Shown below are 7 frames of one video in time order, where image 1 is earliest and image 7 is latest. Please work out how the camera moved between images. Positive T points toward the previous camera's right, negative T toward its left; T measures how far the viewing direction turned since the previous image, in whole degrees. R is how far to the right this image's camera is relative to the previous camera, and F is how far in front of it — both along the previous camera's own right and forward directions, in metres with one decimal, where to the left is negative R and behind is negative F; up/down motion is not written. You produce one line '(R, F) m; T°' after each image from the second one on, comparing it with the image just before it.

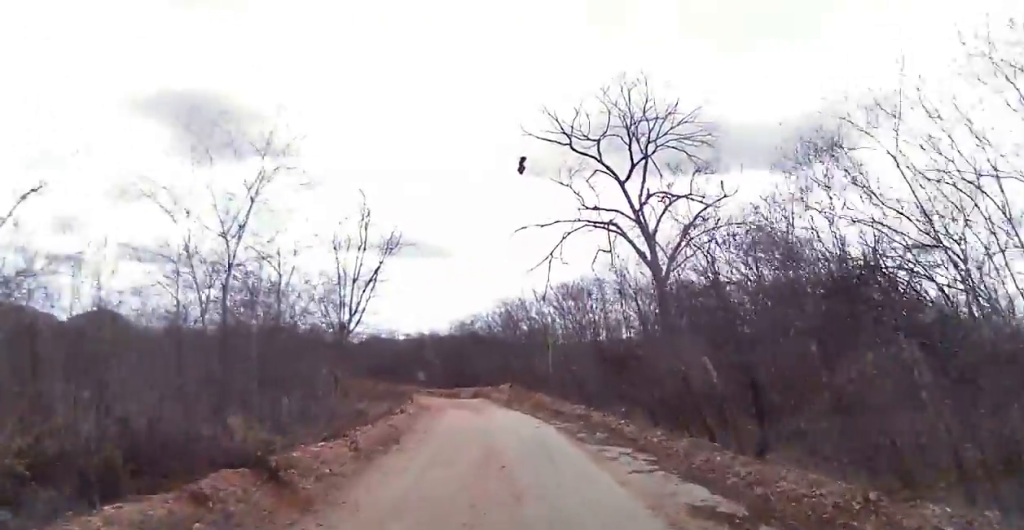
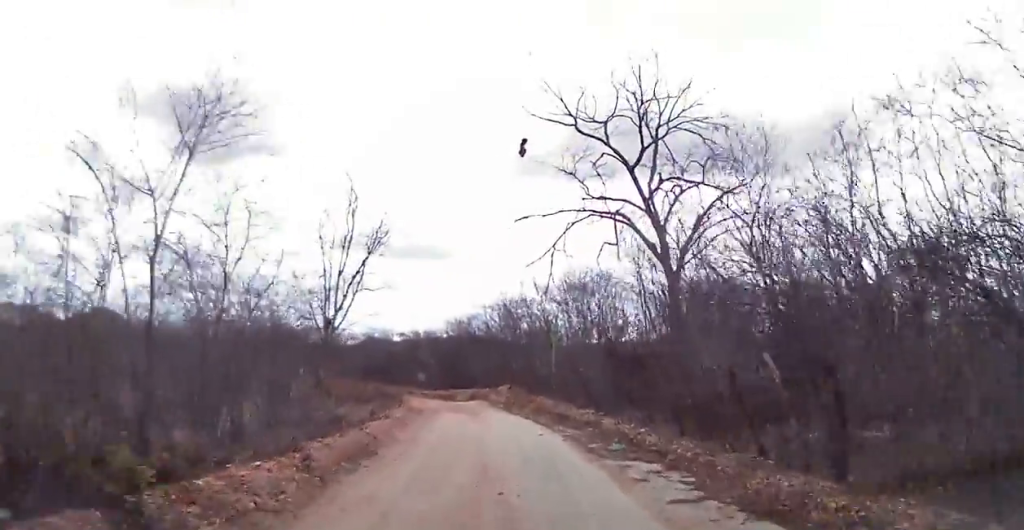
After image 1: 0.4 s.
(0.0, +2.3) m; +1°
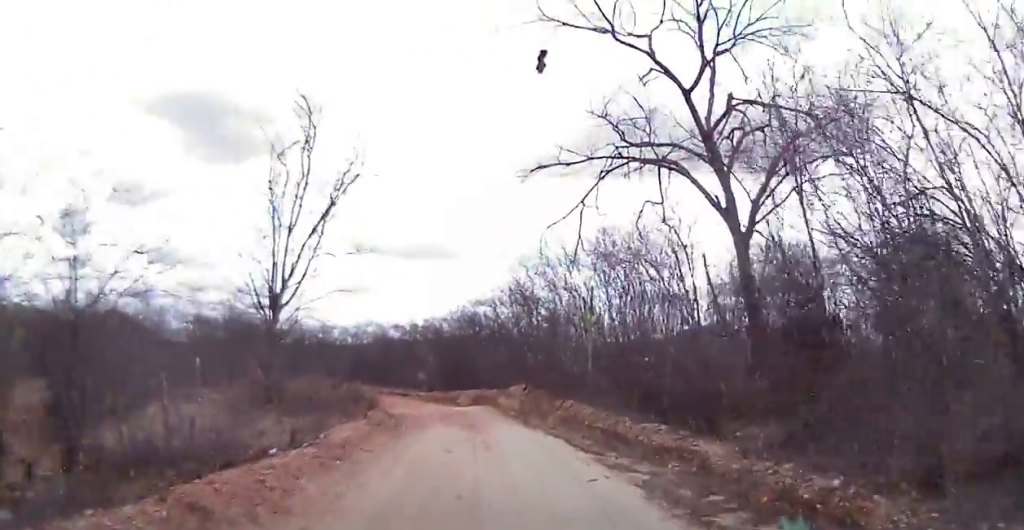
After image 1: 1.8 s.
(+0.3, +7.4) m; +2°
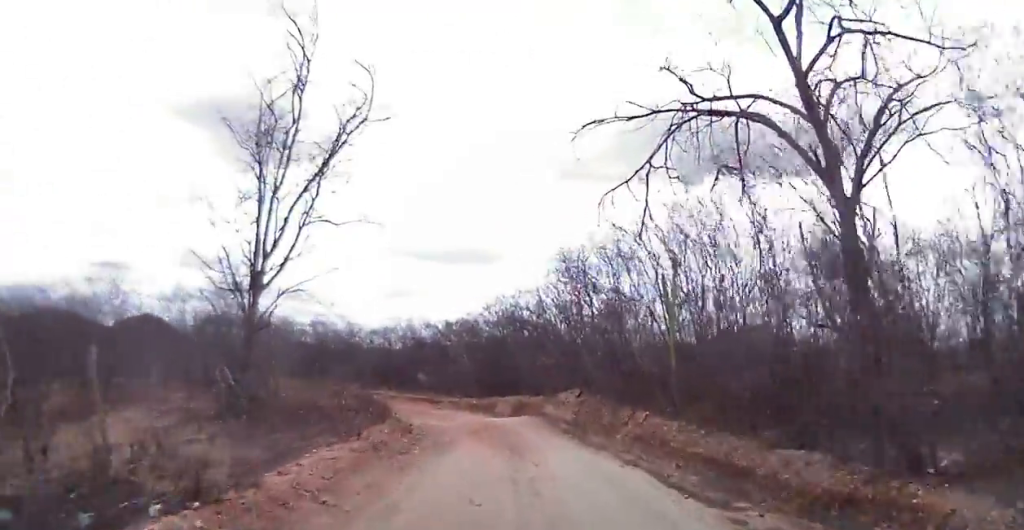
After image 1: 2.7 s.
(-0.1, +4.6) m; -3°
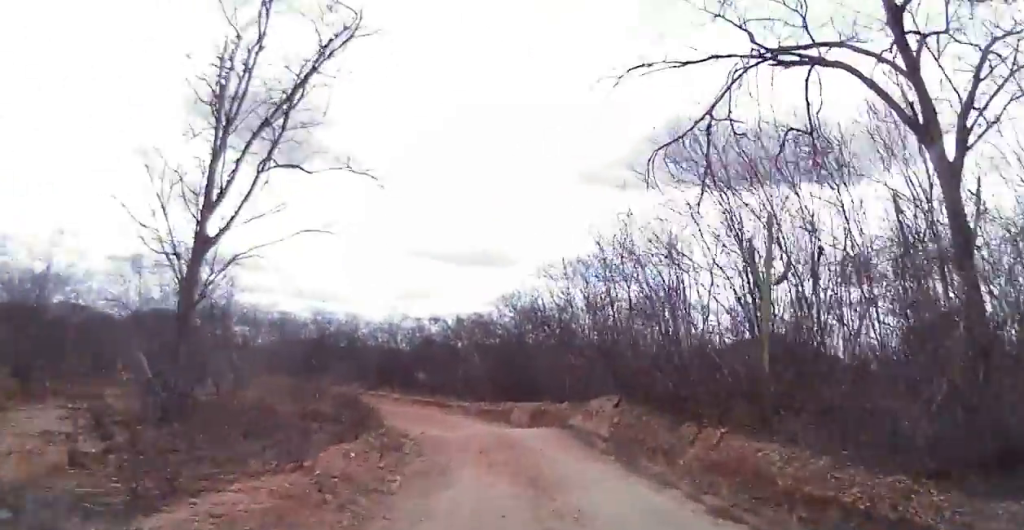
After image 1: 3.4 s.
(-0.1, +3.8) m; -2°
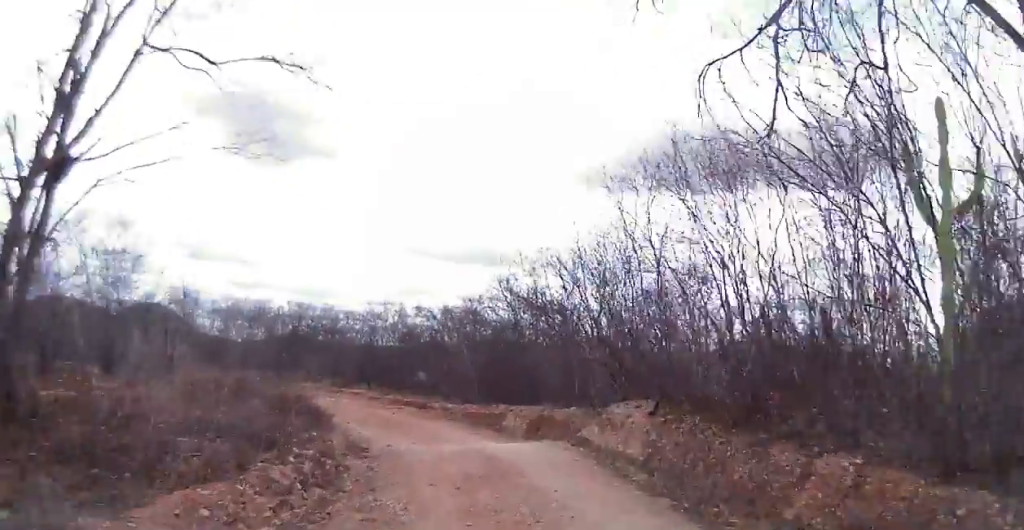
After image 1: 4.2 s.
(0.0, +4.1) m; 0°
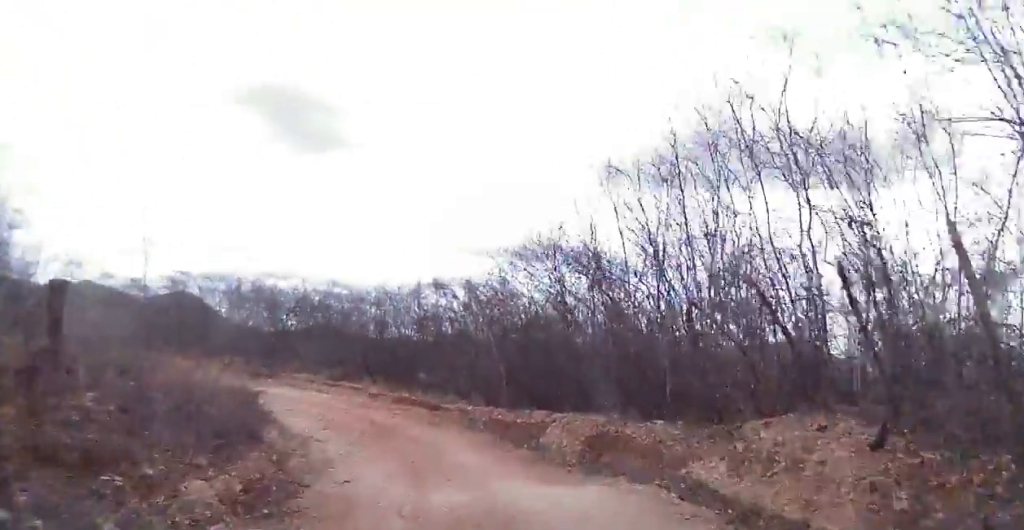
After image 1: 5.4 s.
(0.0, +5.7) m; +1°
